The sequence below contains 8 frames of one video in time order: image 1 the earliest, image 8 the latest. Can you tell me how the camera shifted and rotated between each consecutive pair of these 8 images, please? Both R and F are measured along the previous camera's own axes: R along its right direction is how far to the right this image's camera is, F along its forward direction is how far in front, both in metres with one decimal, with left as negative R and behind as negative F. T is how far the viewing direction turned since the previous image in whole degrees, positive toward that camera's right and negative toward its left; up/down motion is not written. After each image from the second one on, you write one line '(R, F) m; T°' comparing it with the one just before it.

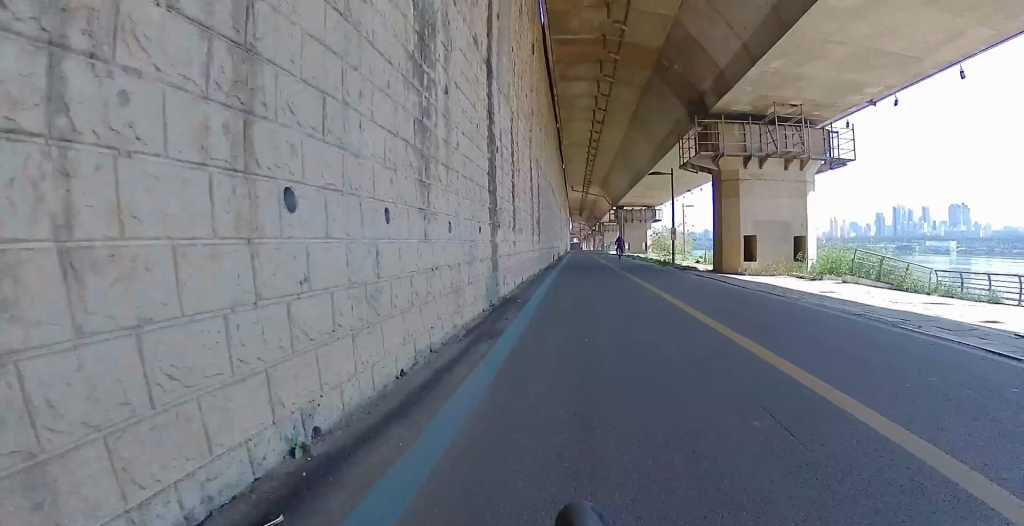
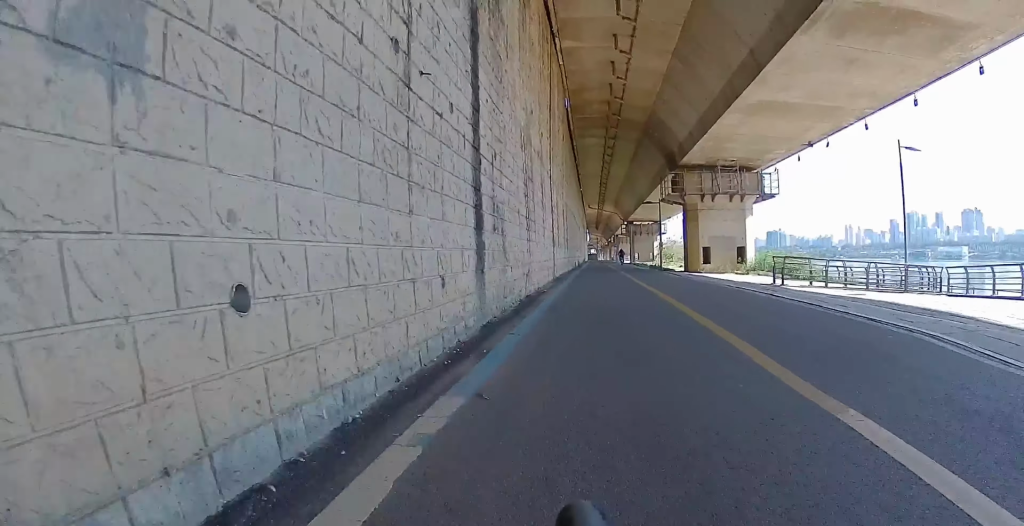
(-0.4, +10.6) m; 0°
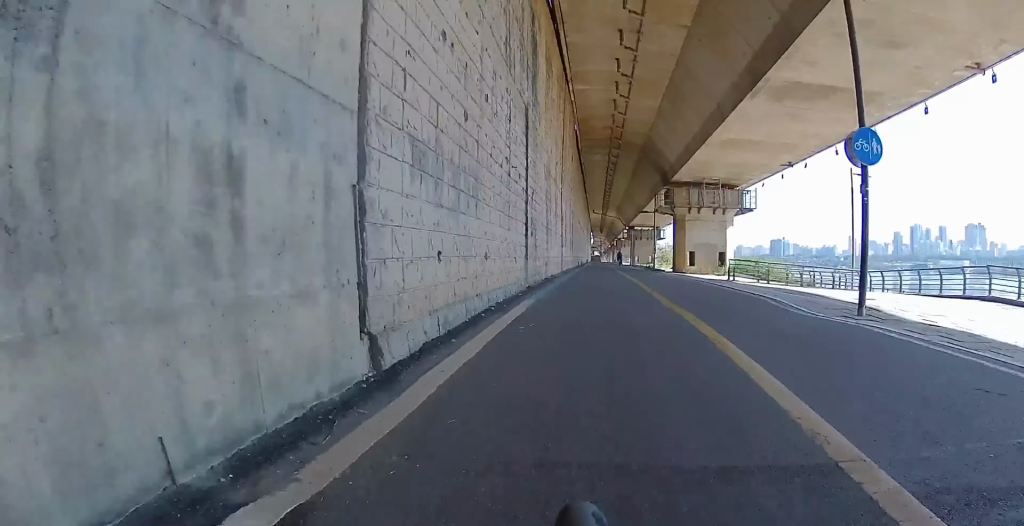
(+0.3, +5.0) m; +2°
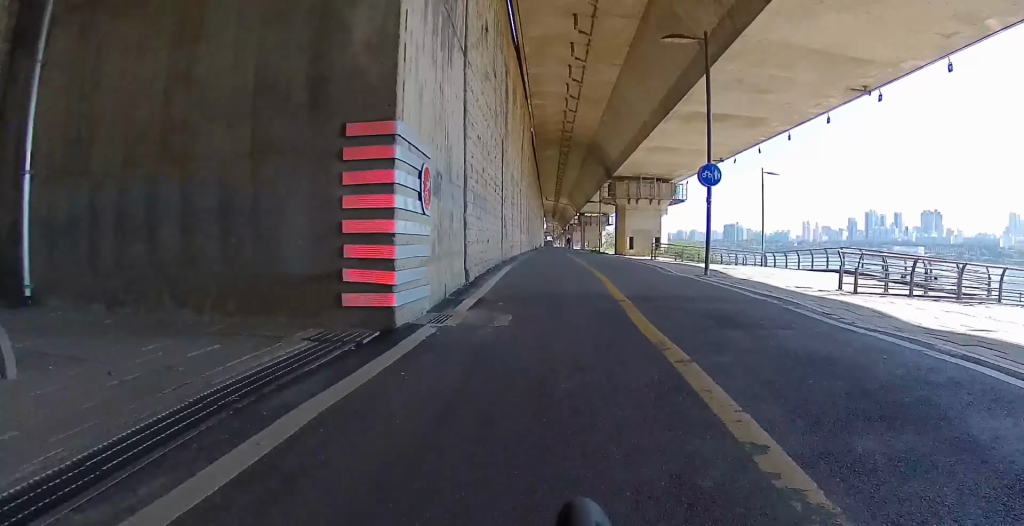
(+0.1, +5.8) m; 0°
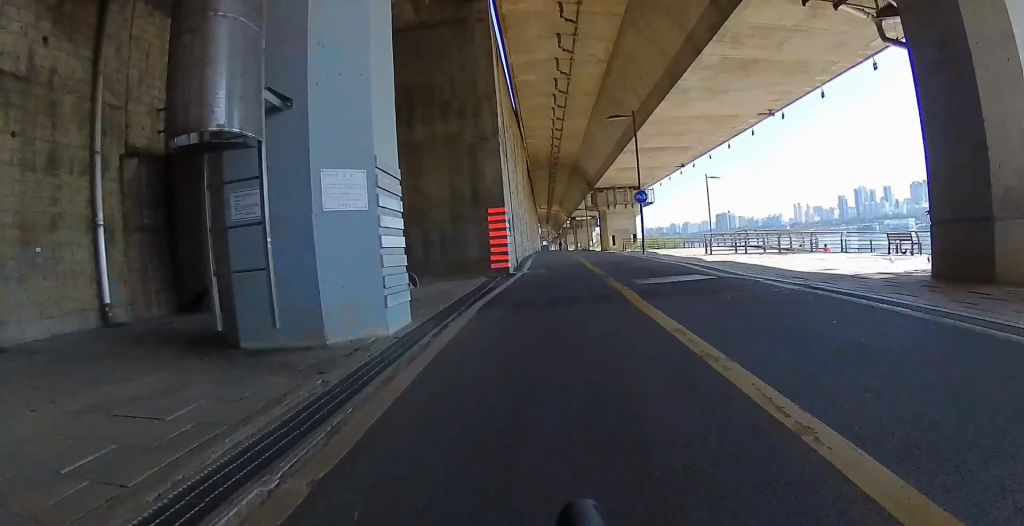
(-0.2, +10.3) m; -2°
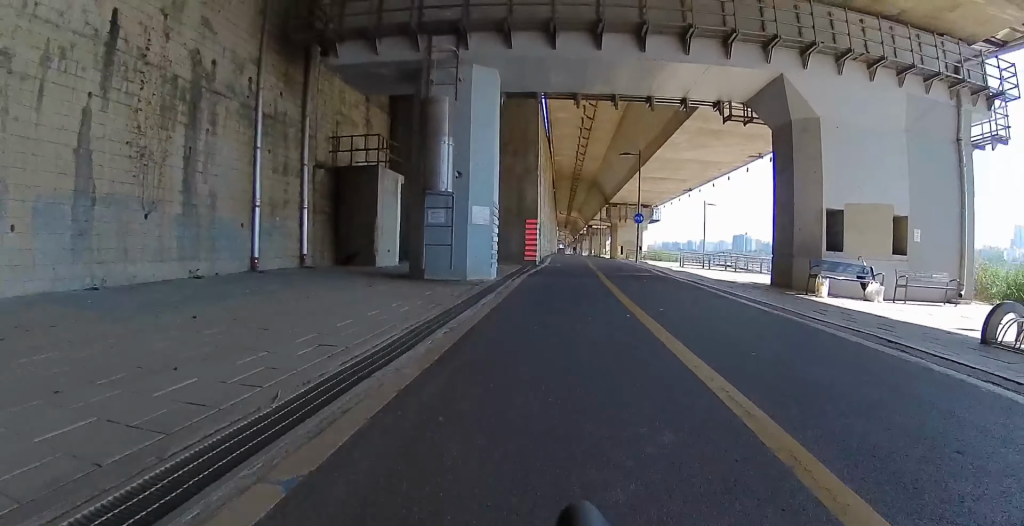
(0.0, +7.4) m; 0°
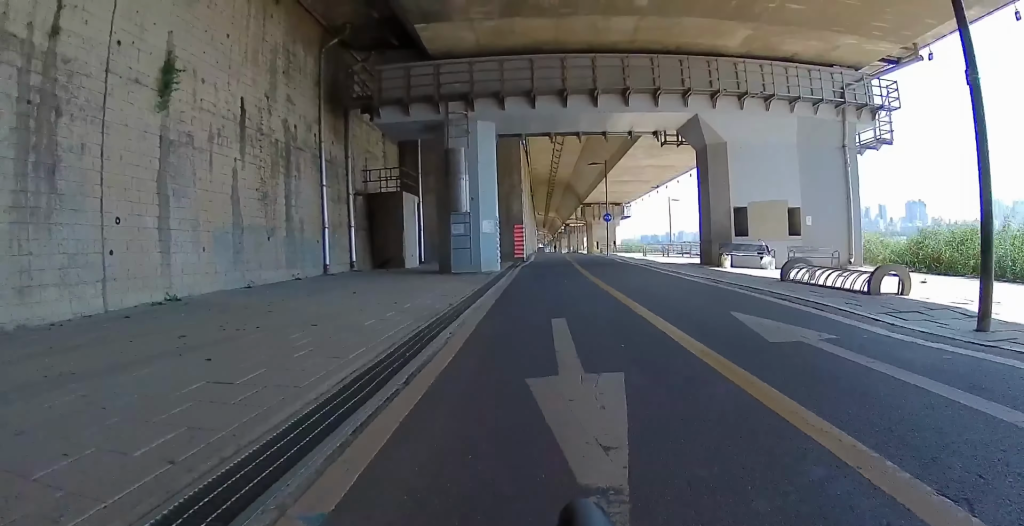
(0.0, +5.4) m; 0°
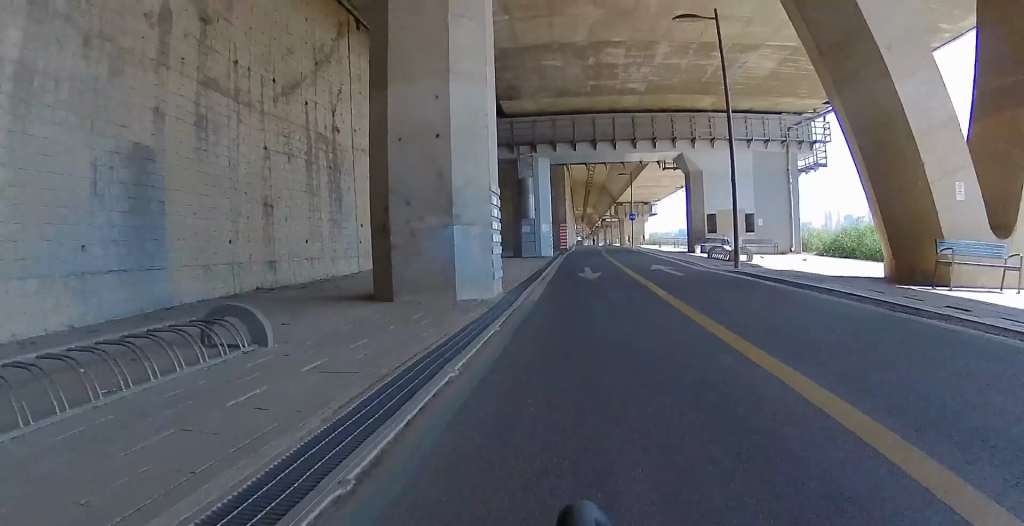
(-0.1, +9.3) m; 0°
